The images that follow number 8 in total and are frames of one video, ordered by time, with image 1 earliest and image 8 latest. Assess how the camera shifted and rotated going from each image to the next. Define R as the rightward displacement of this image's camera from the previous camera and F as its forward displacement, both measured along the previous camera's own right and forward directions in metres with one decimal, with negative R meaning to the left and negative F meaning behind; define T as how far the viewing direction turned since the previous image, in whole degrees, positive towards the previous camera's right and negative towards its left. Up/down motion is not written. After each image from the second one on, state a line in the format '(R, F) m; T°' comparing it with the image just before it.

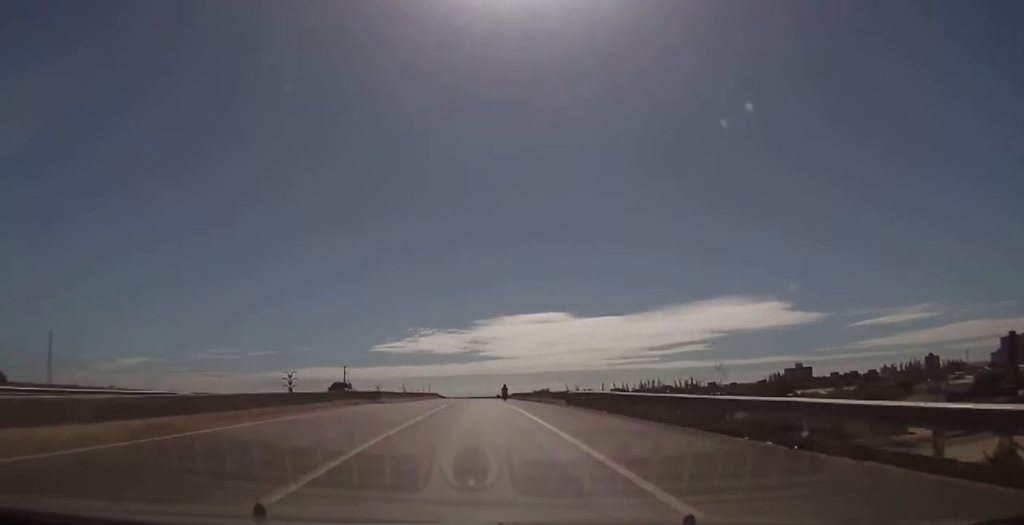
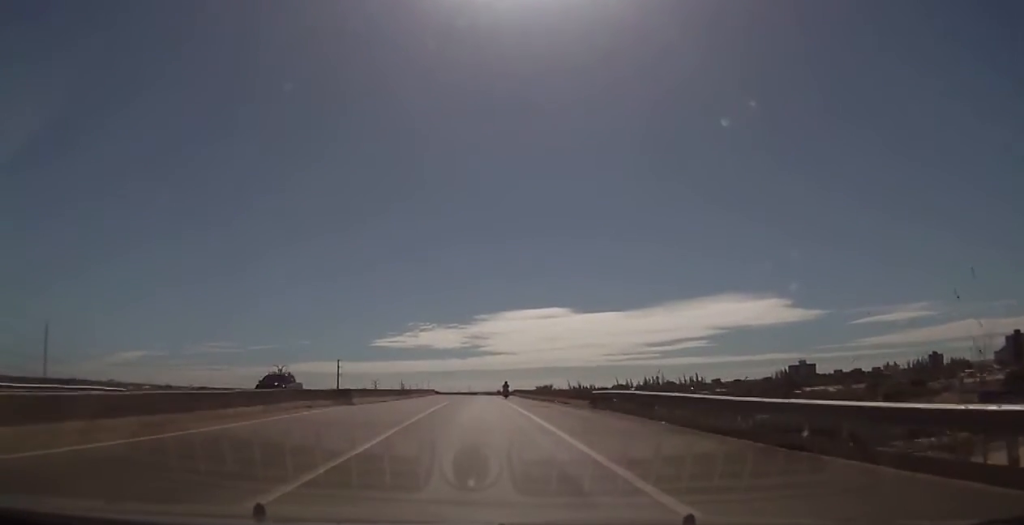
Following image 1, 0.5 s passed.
(0.0, +8.5) m; 0°
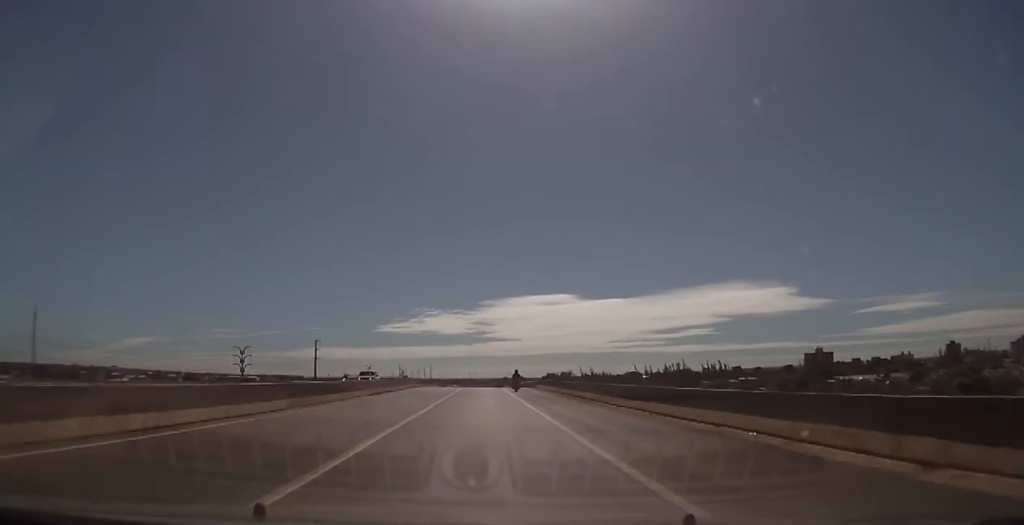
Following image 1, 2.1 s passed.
(-0.1, +34.9) m; -1°
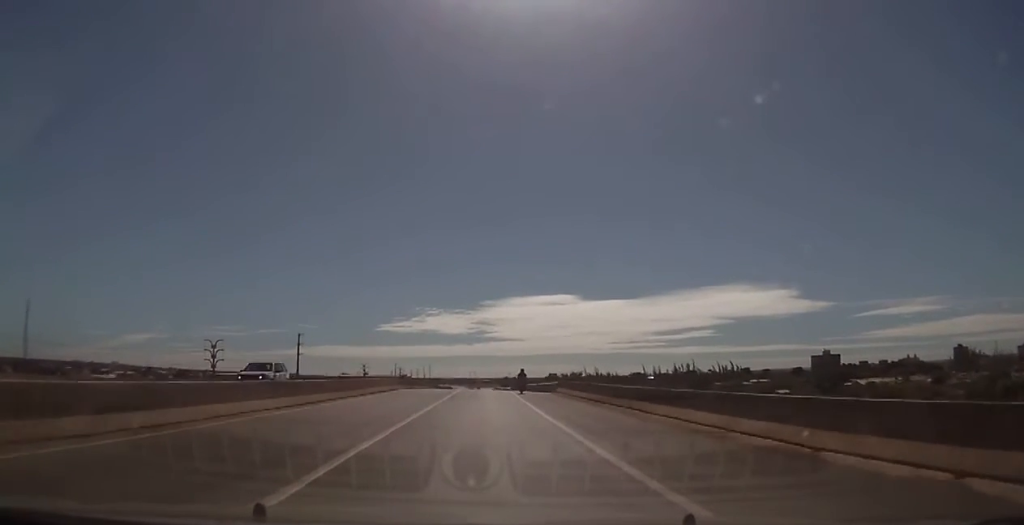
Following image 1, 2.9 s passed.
(-0.1, +21.1) m; 0°
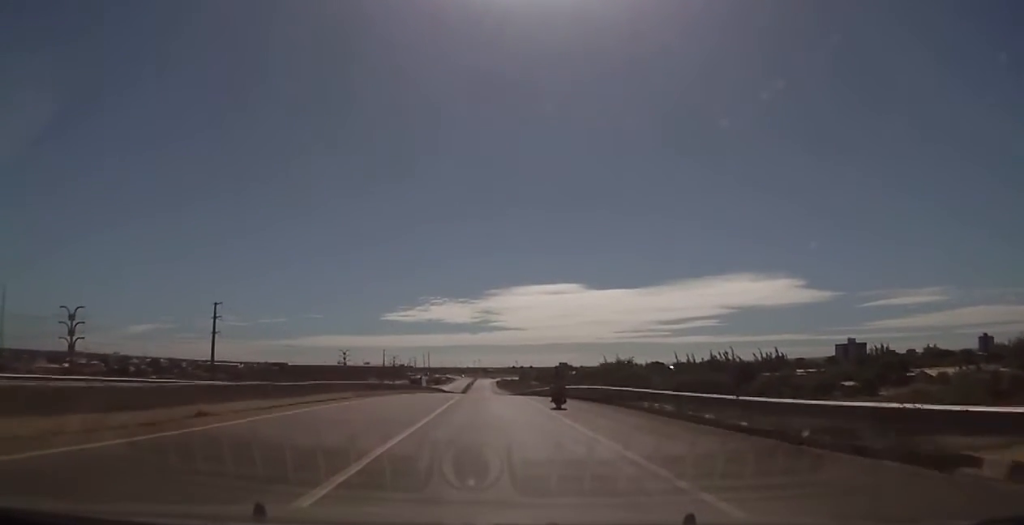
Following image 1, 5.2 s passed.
(-0.4, +59.2) m; 0°
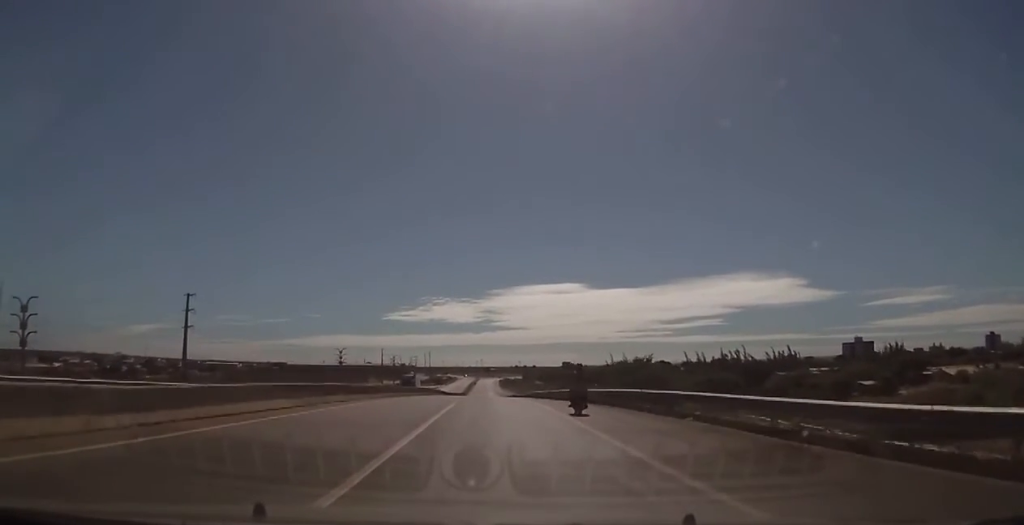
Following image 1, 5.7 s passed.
(+0.2, +11.3) m; 0°
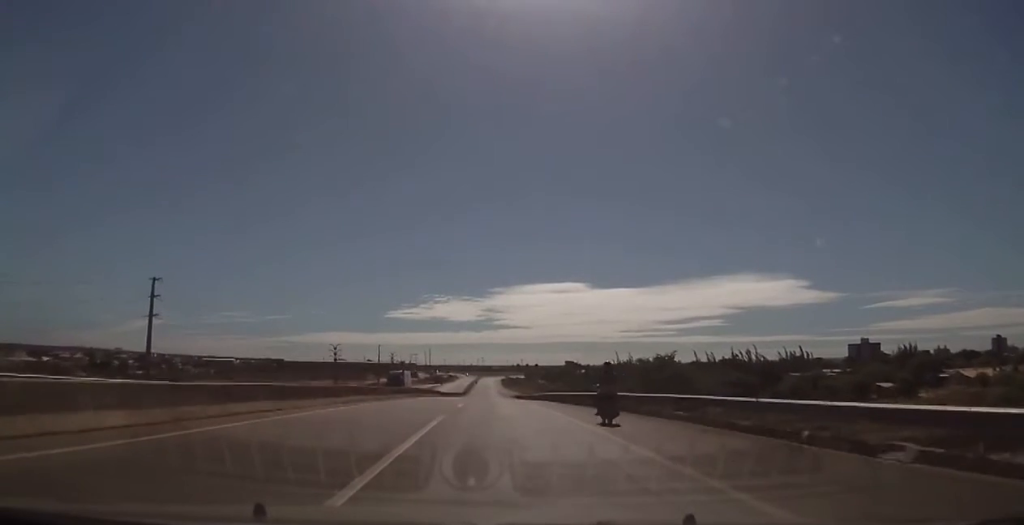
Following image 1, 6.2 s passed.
(+0.1, +11.2) m; 0°
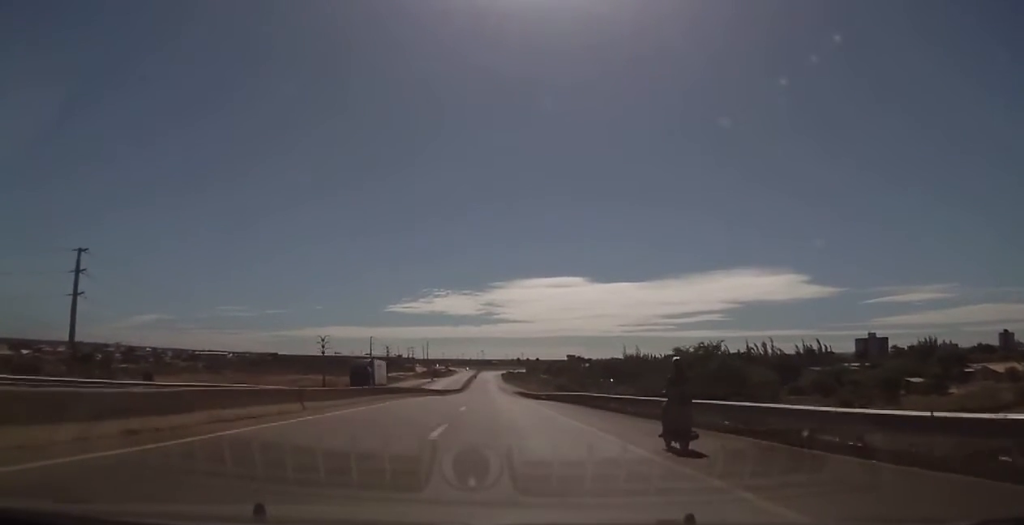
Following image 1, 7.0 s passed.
(-0.3, +16.7) m; 0°
